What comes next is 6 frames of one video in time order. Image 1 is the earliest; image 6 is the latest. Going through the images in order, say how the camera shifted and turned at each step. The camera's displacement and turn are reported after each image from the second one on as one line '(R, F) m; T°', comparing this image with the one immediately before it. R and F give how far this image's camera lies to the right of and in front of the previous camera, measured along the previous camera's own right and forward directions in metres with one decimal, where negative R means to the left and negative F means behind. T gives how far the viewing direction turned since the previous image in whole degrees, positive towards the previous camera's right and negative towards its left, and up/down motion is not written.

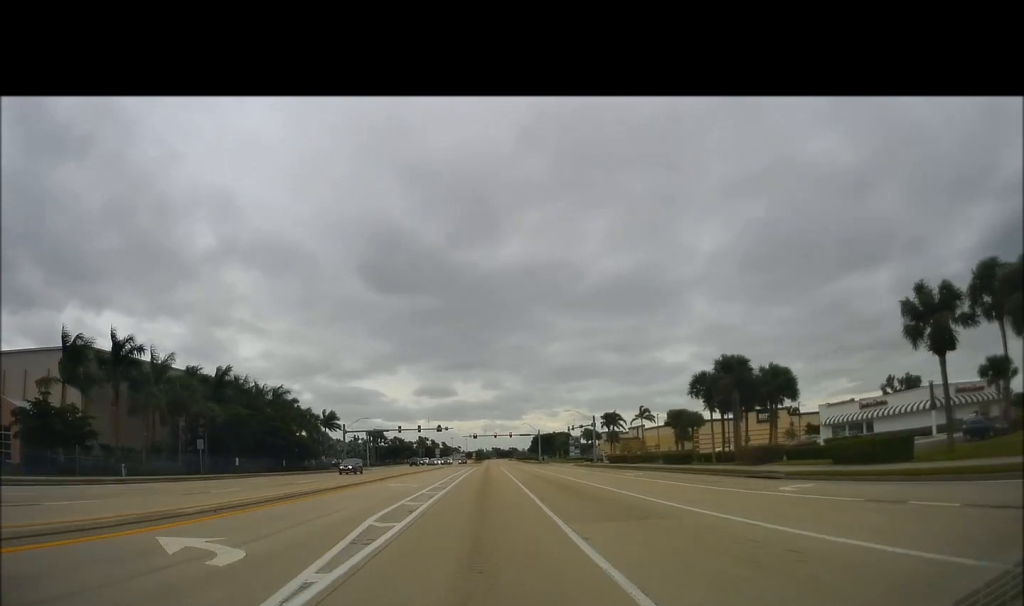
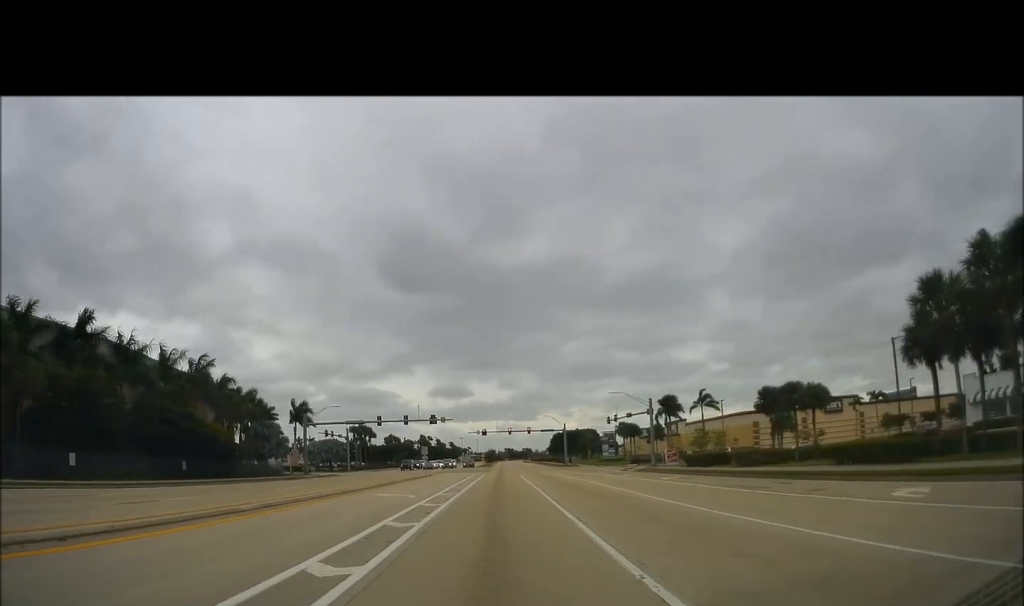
(-0.2, +33.3) m; -1°
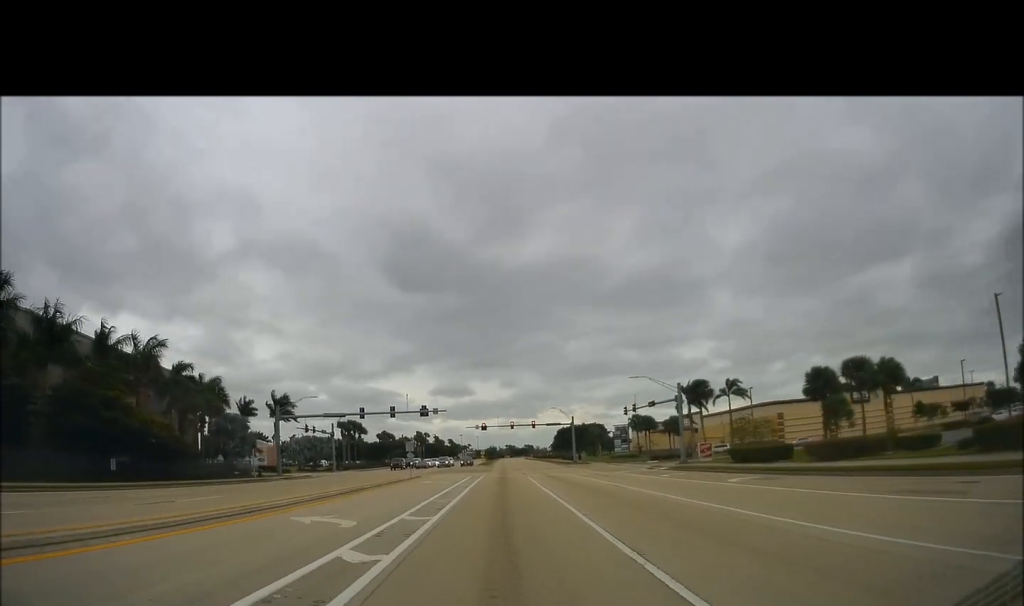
(-0.1, +12.5) m; -1°
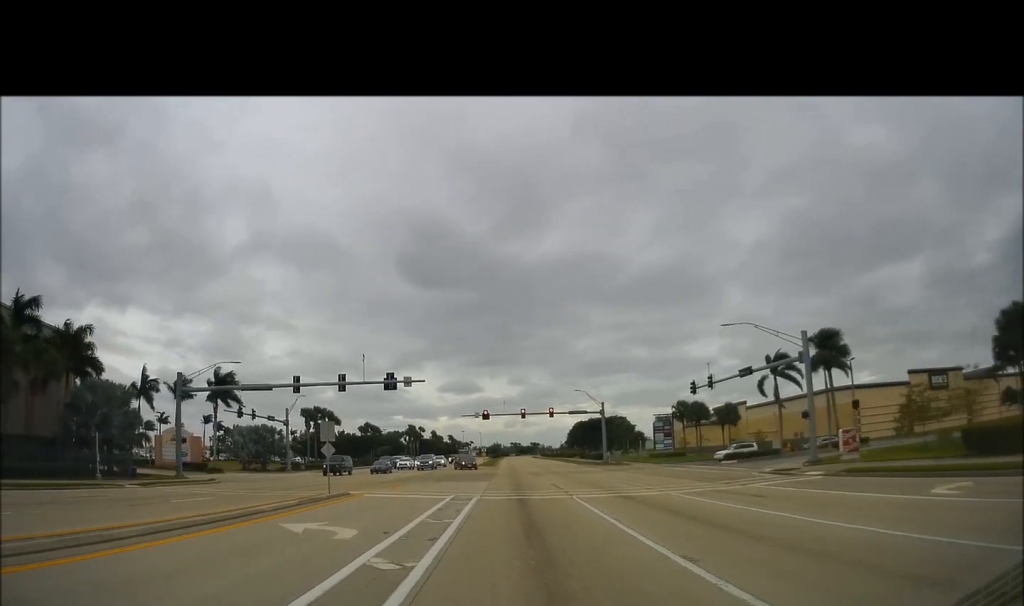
(+0.7, +30.0) m; +3°
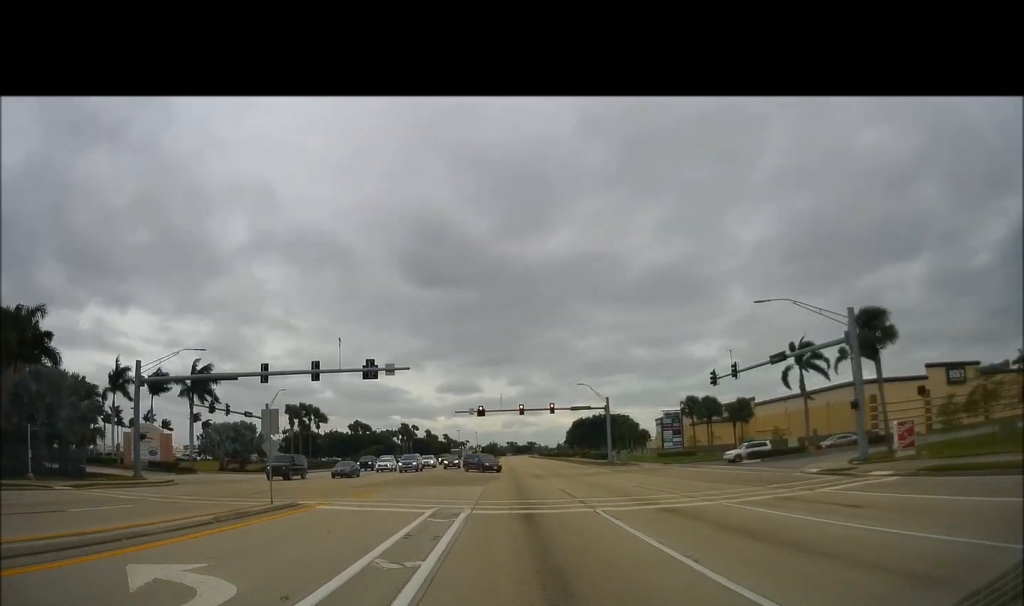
(-0.2, +7.3) m; 0°
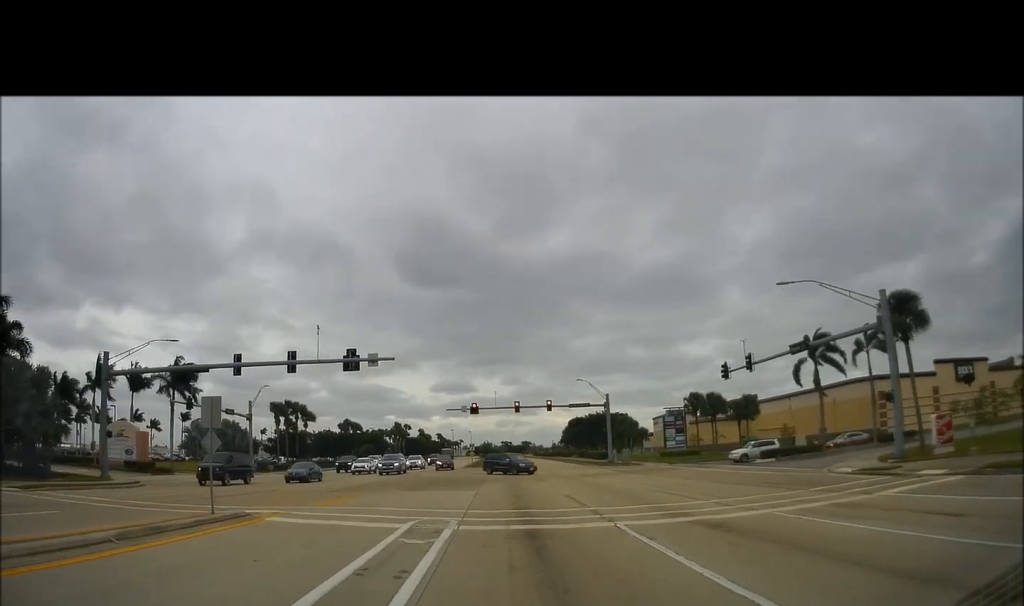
(+0.4, +4.7) m; 0°
